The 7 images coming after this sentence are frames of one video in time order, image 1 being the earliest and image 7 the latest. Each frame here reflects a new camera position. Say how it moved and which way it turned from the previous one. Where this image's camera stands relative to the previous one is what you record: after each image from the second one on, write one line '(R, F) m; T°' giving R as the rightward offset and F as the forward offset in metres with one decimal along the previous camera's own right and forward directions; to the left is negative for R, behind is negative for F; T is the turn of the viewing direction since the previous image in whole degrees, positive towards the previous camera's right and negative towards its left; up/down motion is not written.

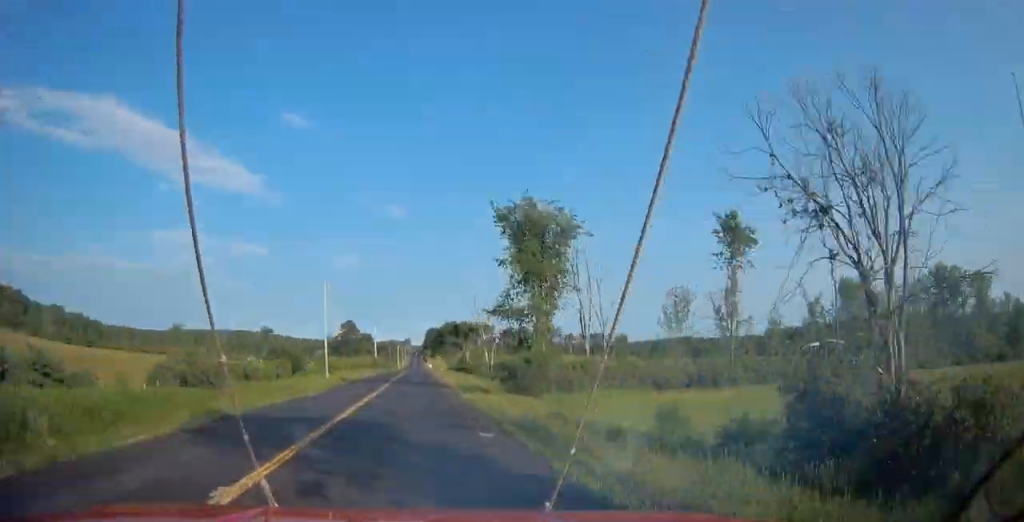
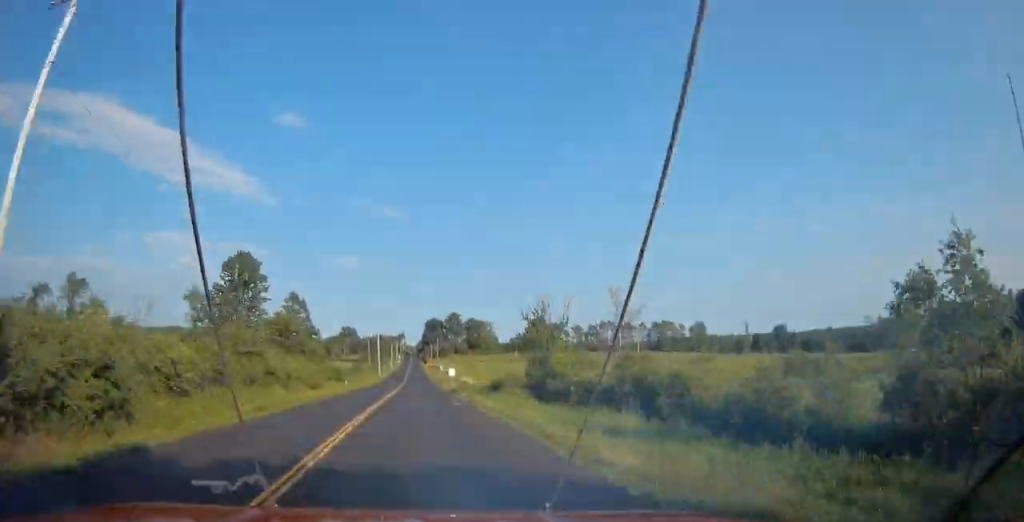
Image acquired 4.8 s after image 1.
(+57.5, +129.7) m; +25°
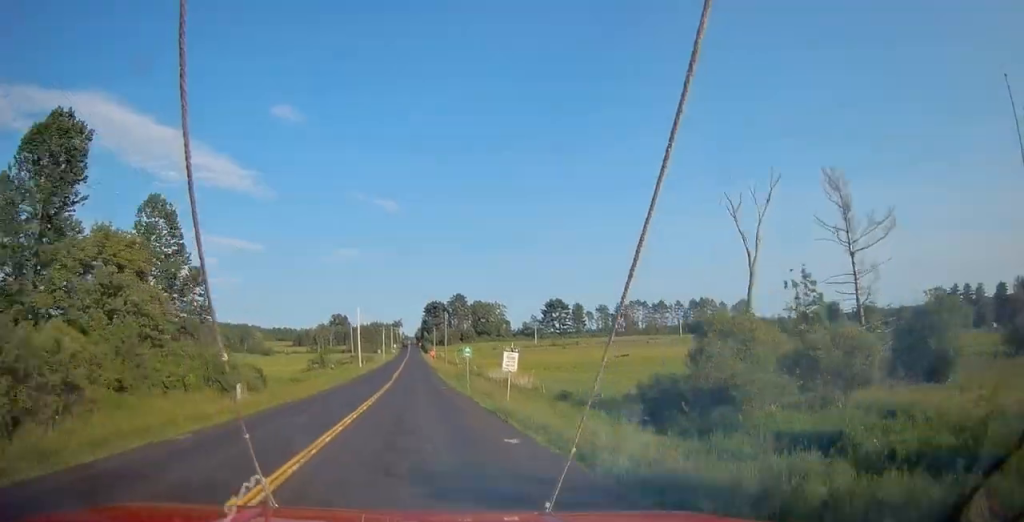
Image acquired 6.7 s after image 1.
(-6.4, +61.0) m; -9°
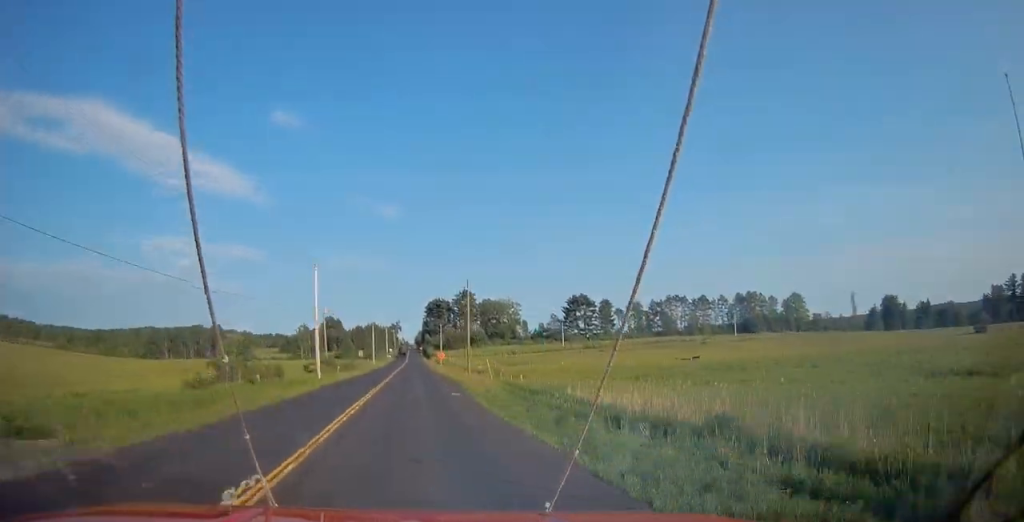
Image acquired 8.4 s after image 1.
(-3.7, +49.9) m; -4°
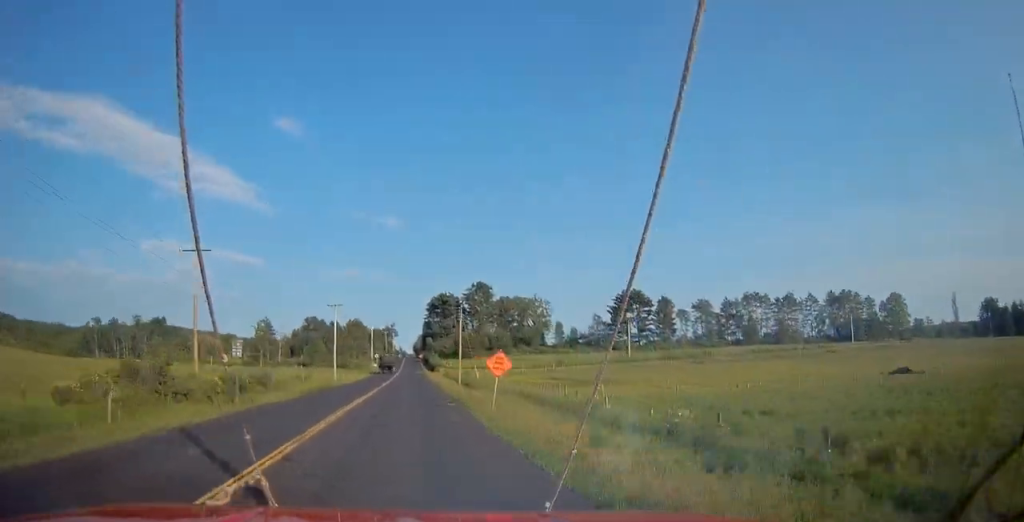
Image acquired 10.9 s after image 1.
(-3.3, +69.7) m; +4°
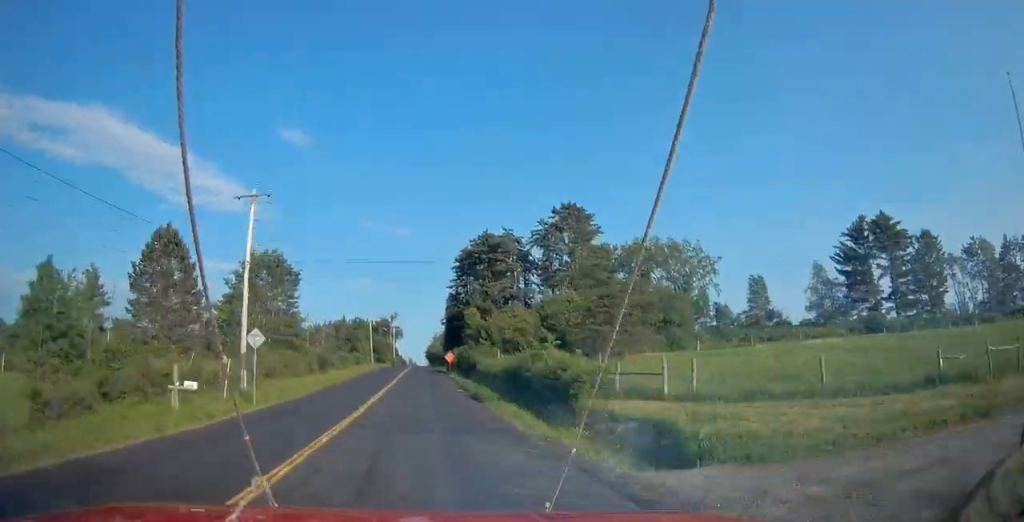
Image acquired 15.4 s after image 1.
(+31.9, +88.3) m; +15°
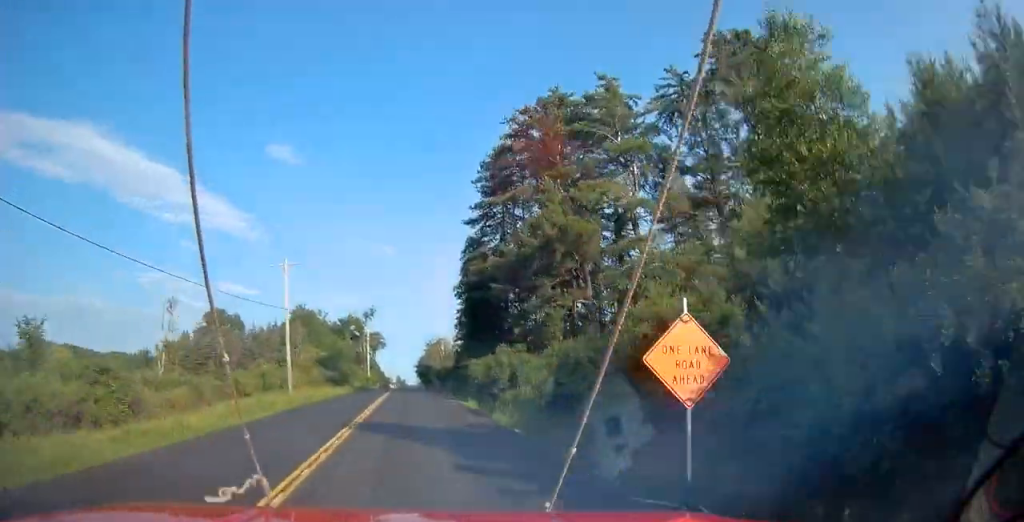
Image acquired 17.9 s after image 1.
(-15.6, +54.4) m; -24°
